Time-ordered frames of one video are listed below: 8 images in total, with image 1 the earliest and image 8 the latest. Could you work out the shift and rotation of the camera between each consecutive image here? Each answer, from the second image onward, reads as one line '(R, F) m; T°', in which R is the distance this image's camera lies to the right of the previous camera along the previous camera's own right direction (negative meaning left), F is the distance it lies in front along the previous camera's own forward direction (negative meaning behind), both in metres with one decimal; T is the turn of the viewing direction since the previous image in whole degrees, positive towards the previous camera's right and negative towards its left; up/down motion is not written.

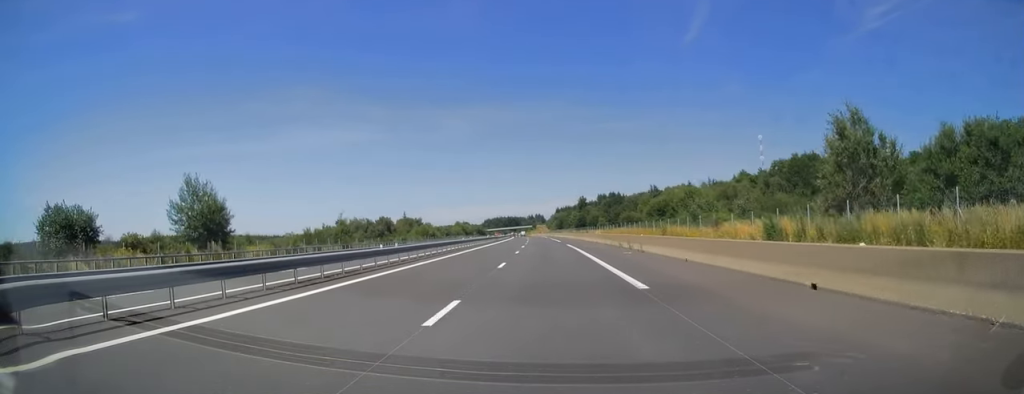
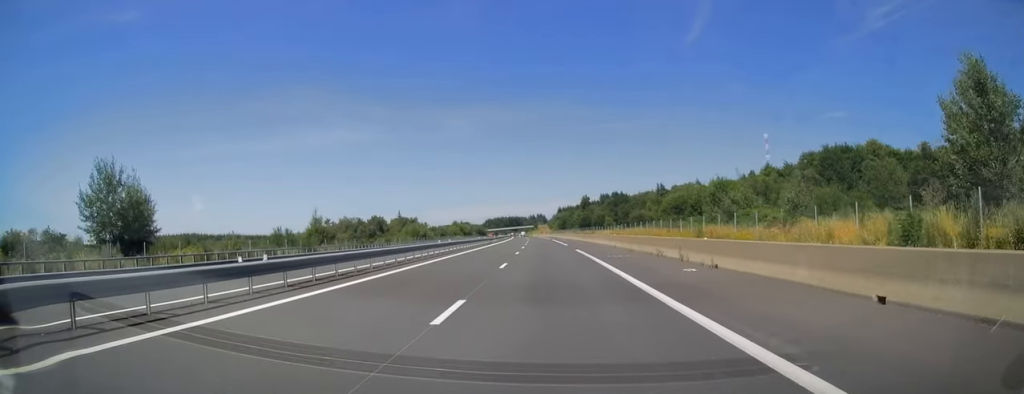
(0.0, +12.9) m; 0°
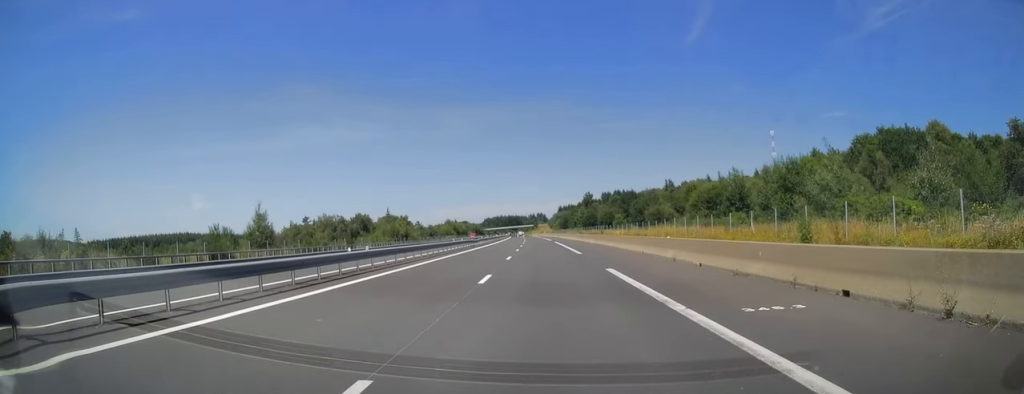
(-0.1, +19.5) m; 0°
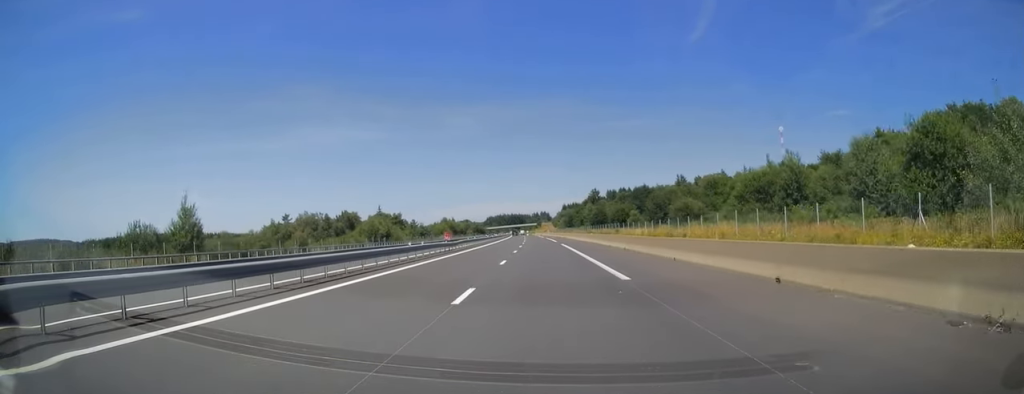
(-0.1, +17.5) m; 0°
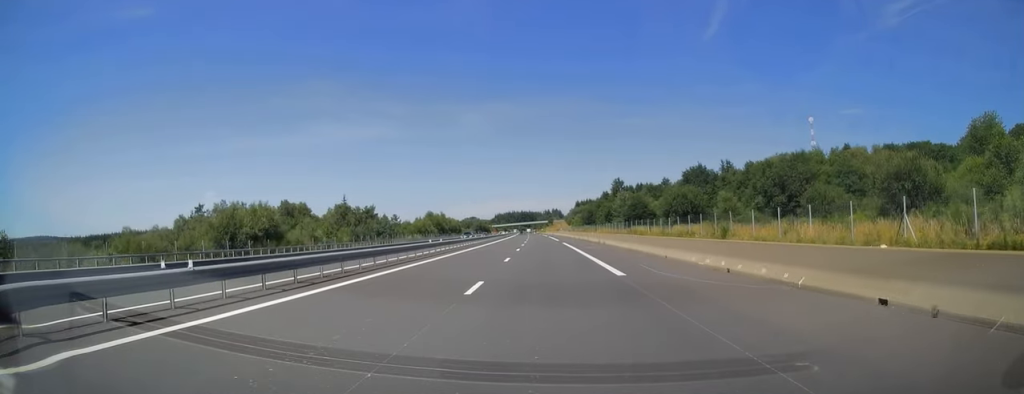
(-0.1, +50.8) m; 0°
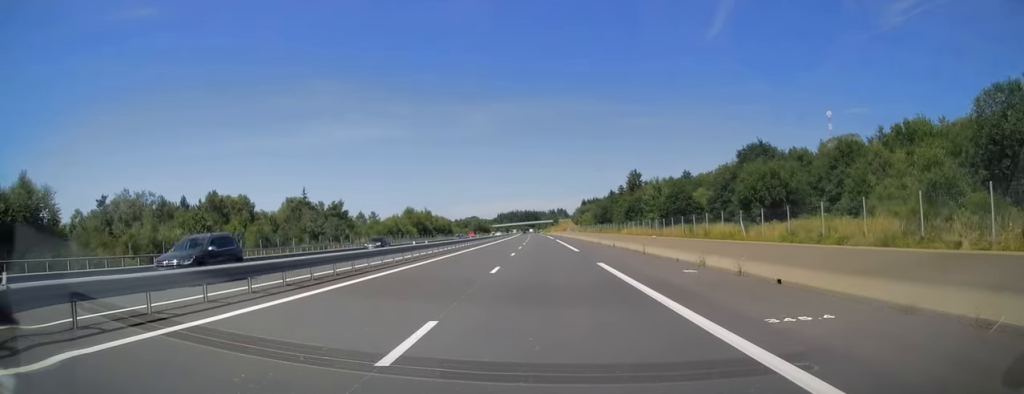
(-0.2, +32.9) m; -1°
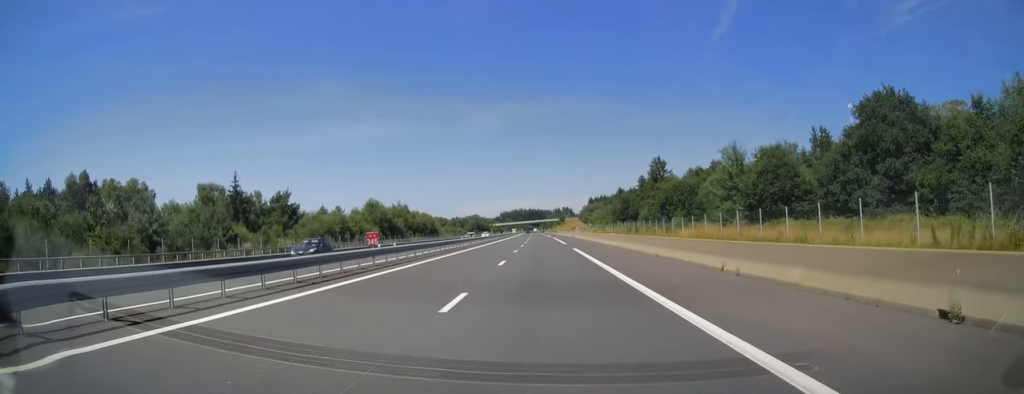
(-0.1, +35.4) m; 0°
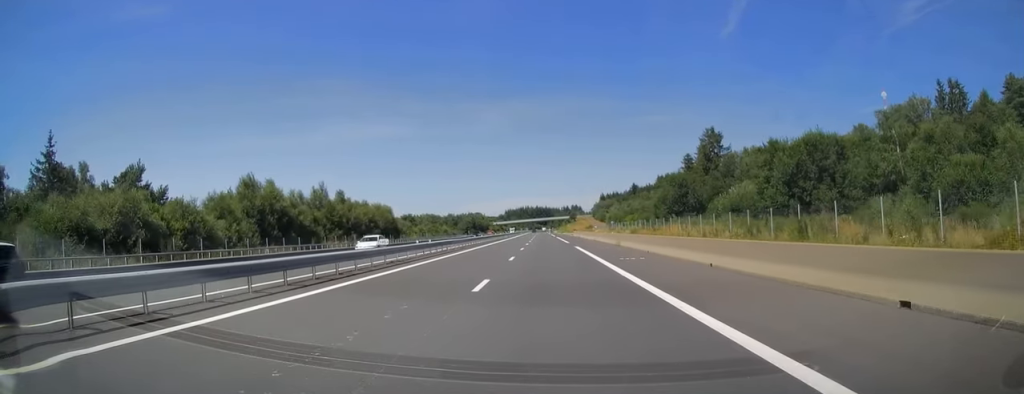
(-0.4, +49.2) m; -1°
